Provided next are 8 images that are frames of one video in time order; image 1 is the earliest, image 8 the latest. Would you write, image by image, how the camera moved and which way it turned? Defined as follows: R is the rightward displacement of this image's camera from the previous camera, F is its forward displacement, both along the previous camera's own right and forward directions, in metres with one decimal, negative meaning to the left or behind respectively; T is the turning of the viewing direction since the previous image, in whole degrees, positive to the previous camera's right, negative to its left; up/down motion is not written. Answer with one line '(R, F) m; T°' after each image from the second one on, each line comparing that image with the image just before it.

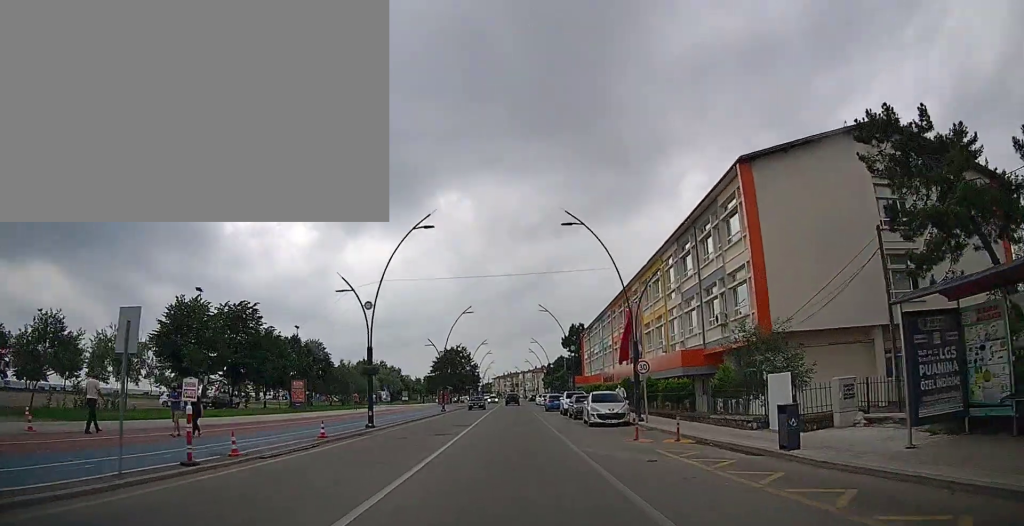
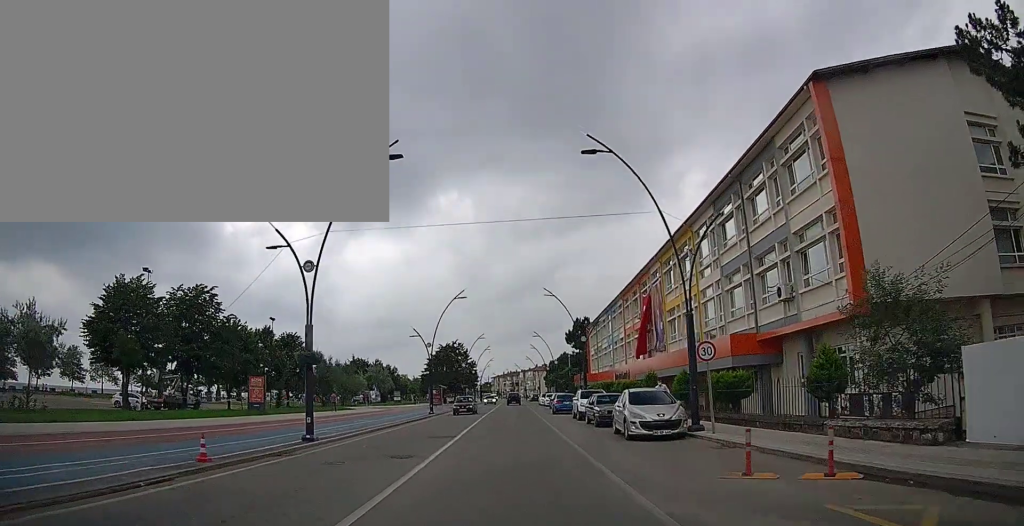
(0.0, +8.2) m; 0°
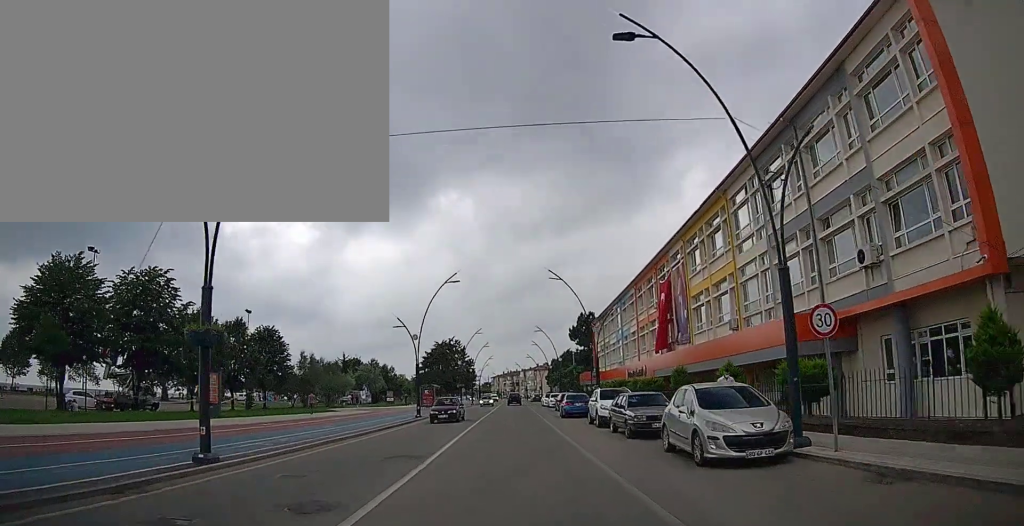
(0.0, +6.1) m; +1°
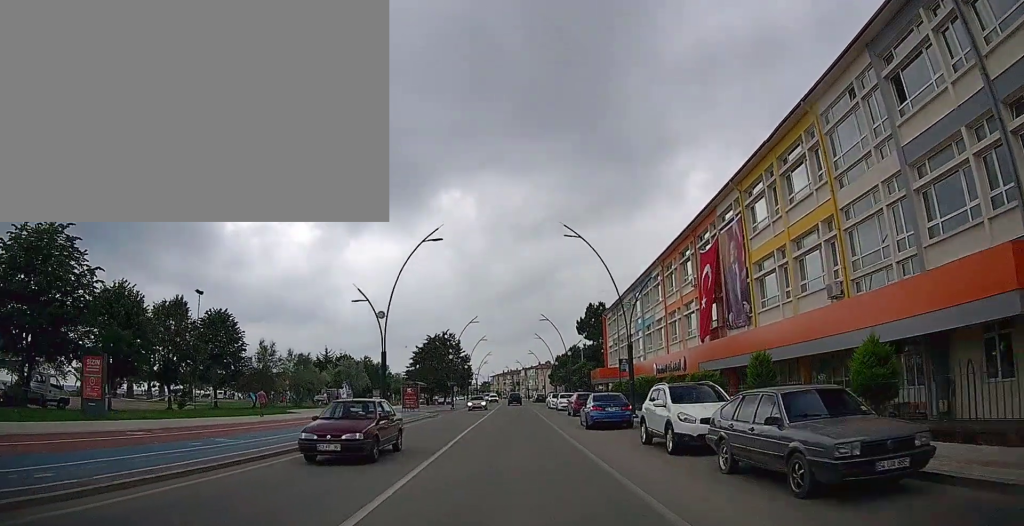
(+0.1, +10.7) m; +1°
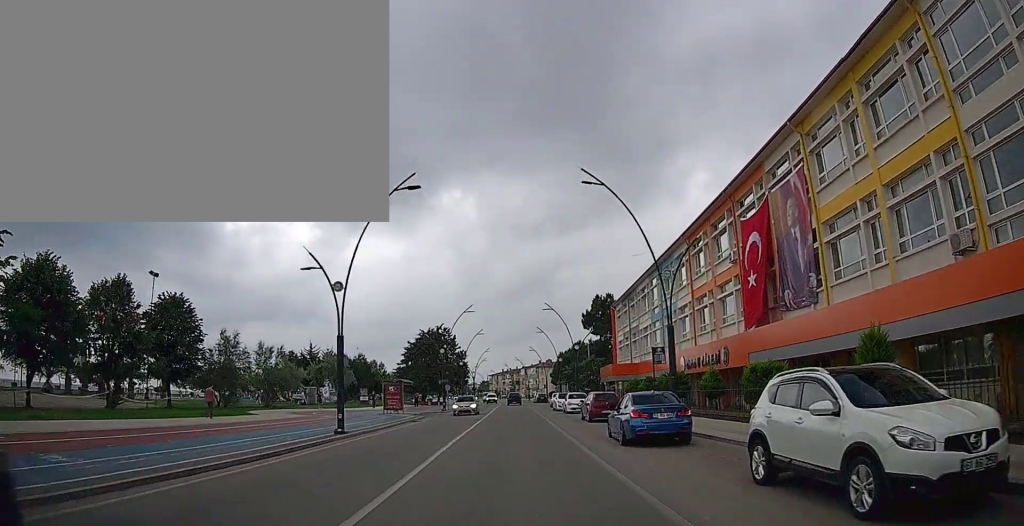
(+0.1, +7.2) m; 0°
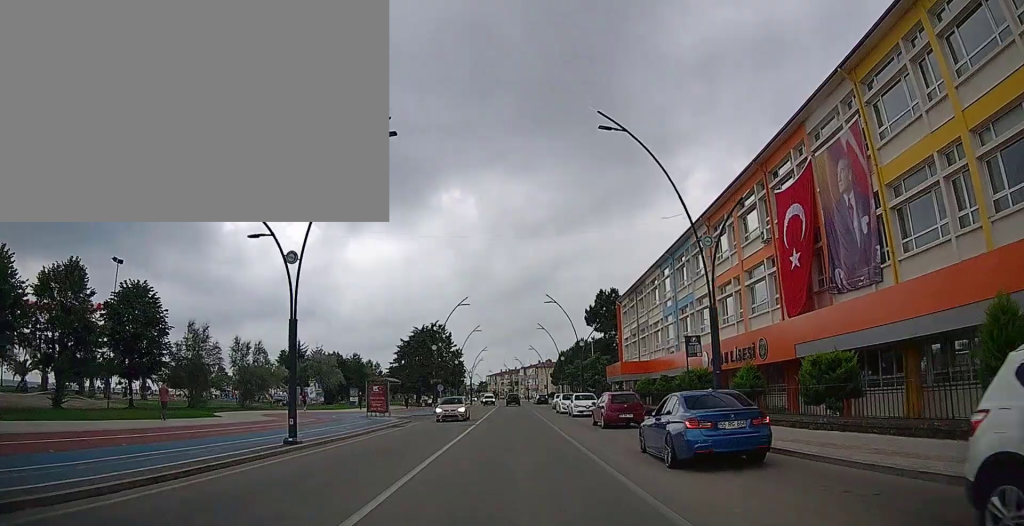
(-0.1, +4.3) m; -1°
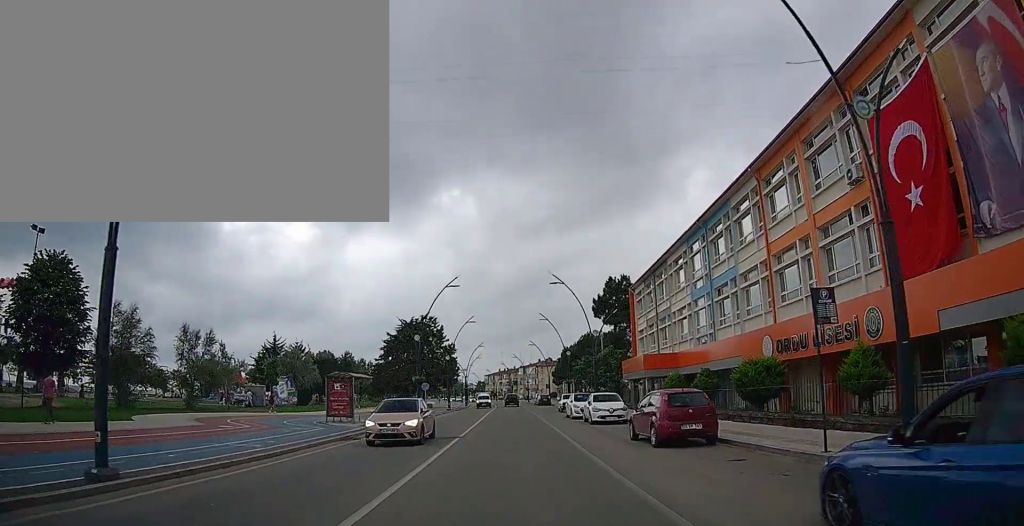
(-0.1, +8.3) m; 0°
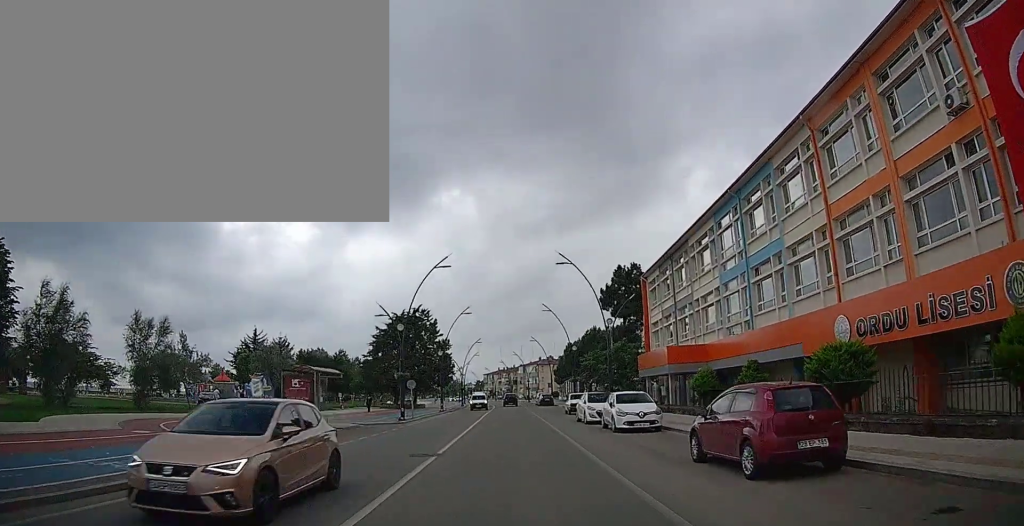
(0.0, +6.3) m; +1°
